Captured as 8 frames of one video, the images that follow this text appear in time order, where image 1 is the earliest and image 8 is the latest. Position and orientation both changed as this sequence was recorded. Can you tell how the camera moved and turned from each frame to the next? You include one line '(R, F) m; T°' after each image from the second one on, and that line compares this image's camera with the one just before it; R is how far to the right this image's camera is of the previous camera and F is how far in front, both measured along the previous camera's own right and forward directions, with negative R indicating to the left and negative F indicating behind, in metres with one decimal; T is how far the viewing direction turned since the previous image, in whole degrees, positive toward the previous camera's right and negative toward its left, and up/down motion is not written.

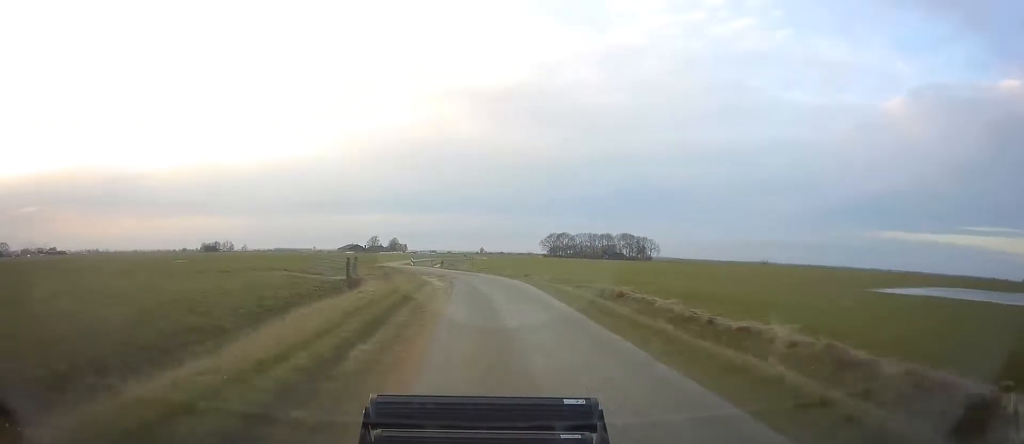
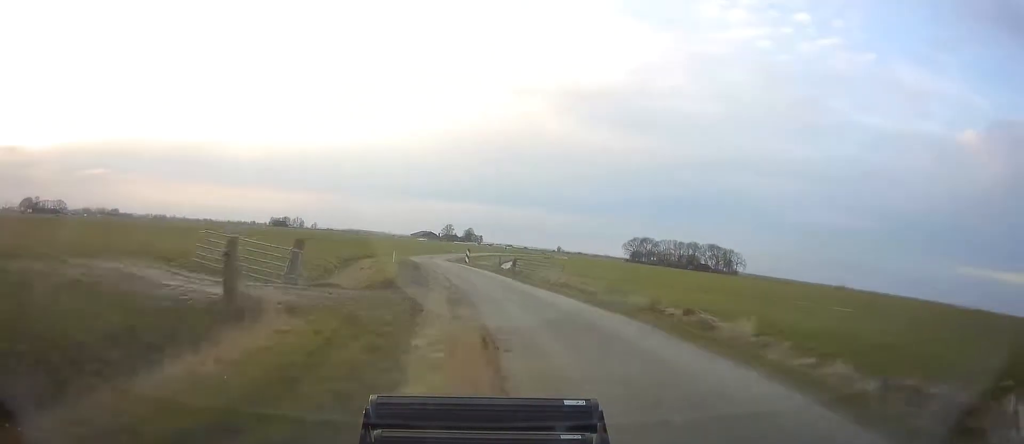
(-1.6, +25.3) m; -7°
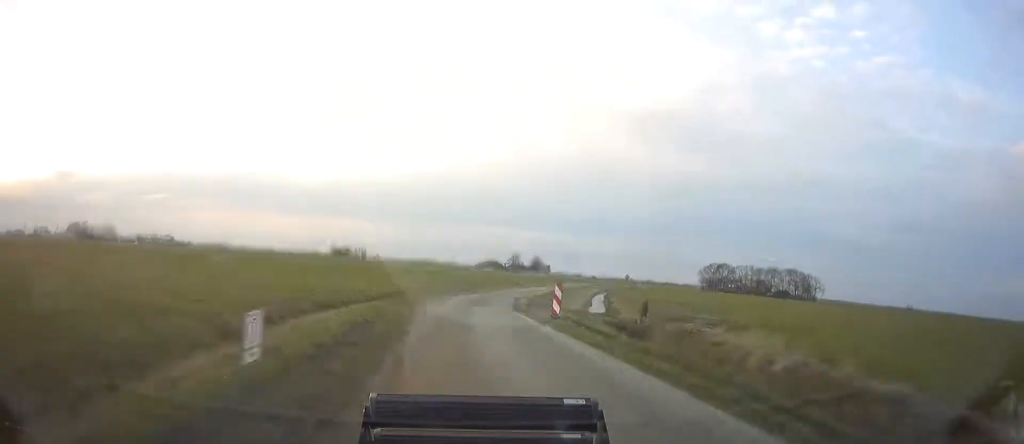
(-1.3, +23.7) m; -4°
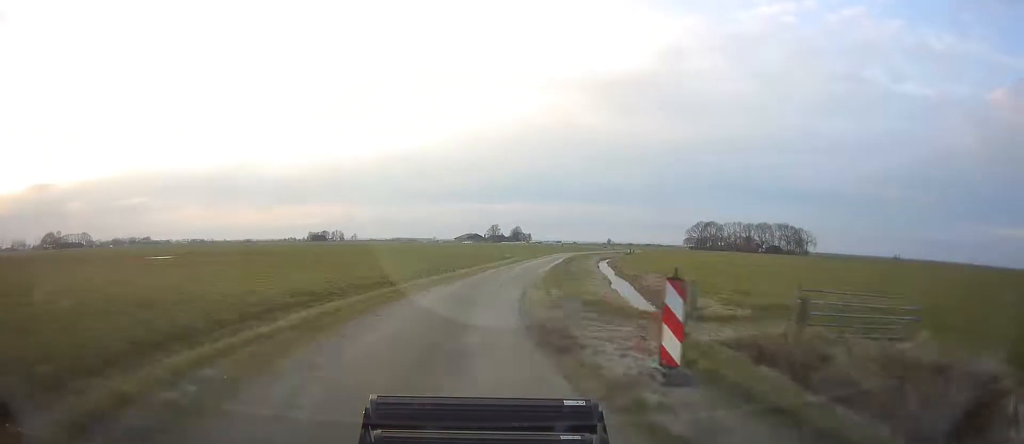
(-0.4, +13.7) m; +1°
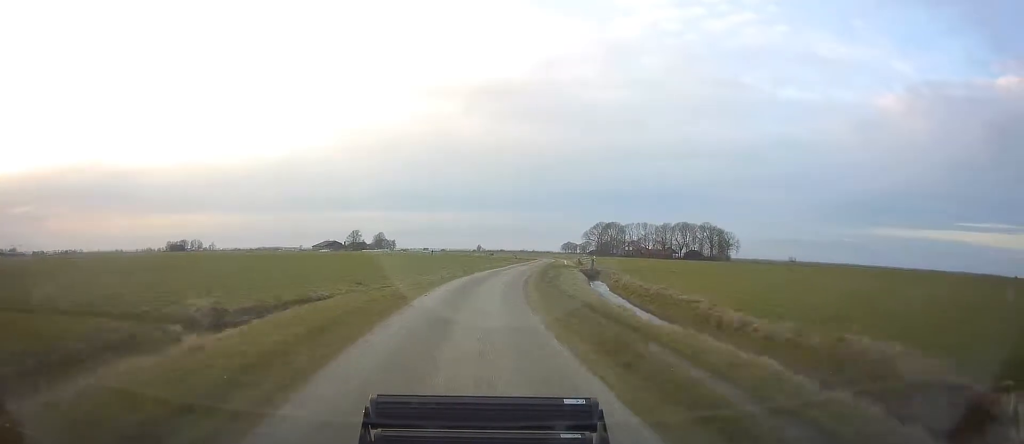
(+6.5, +69.7) m; +11°
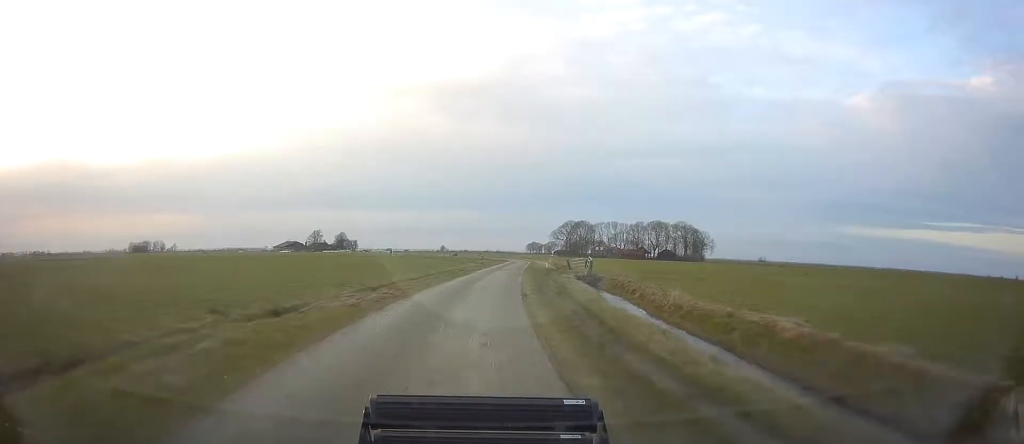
(+0.3, +13.5) m; +2°
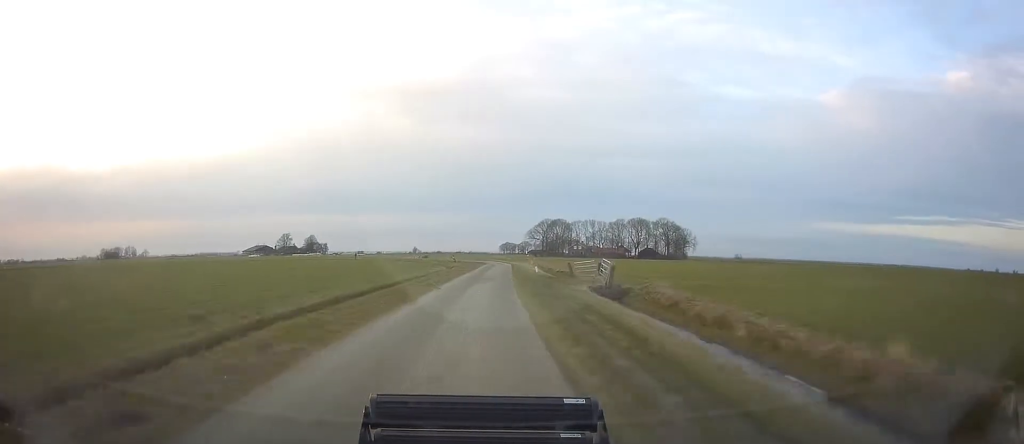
(+0.1, +12.7) m; +2°
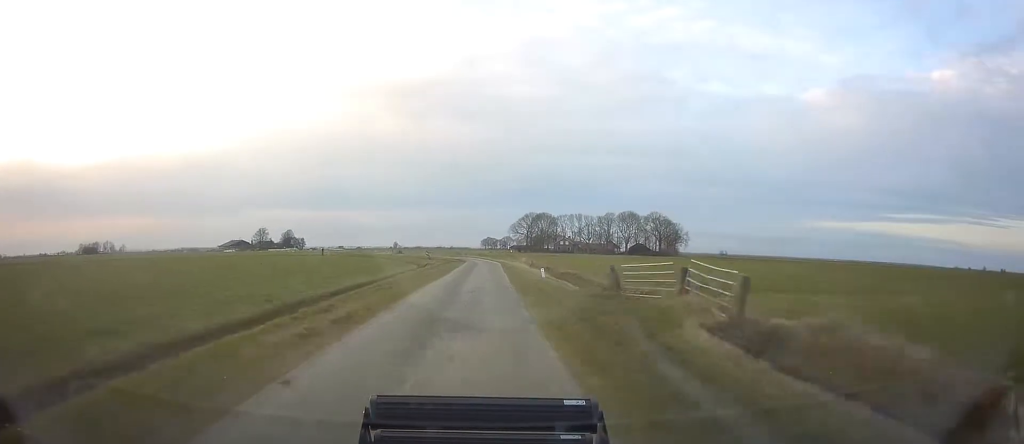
(+0.4, +16.1) m; +2°
